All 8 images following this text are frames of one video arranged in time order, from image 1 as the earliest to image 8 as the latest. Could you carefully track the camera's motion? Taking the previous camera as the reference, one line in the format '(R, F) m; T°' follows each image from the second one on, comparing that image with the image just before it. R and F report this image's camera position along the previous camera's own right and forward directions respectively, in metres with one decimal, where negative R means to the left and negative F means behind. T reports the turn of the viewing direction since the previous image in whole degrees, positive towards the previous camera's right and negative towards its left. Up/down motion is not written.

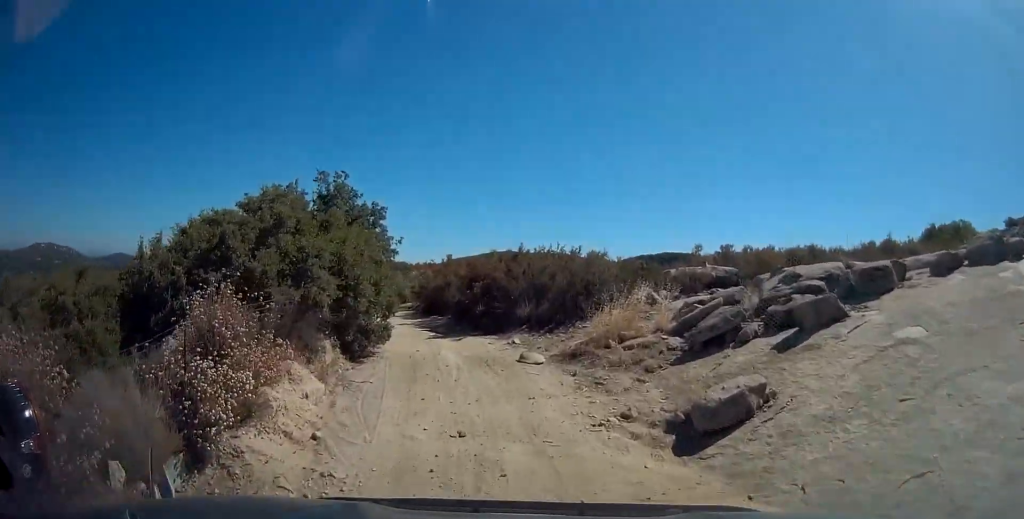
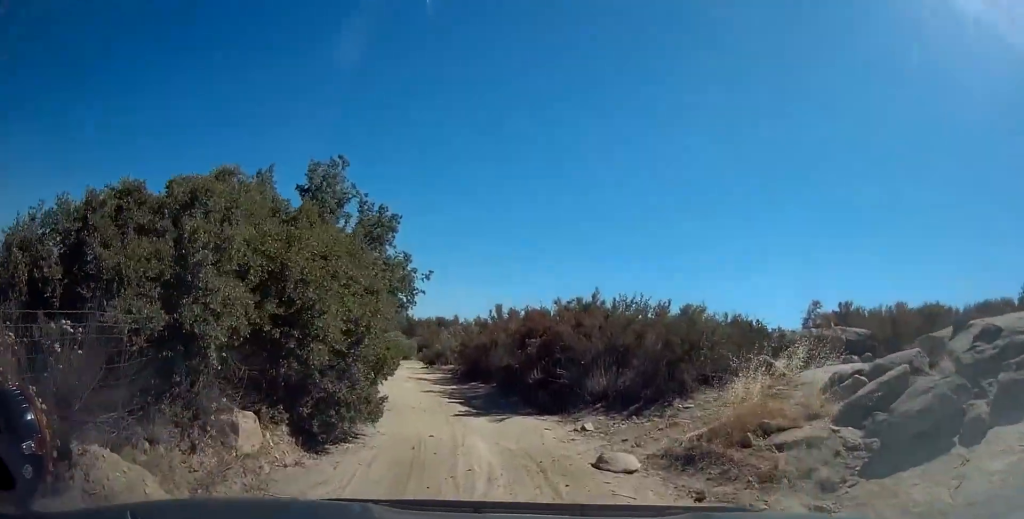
(-0.2, +5.2) m; -9°
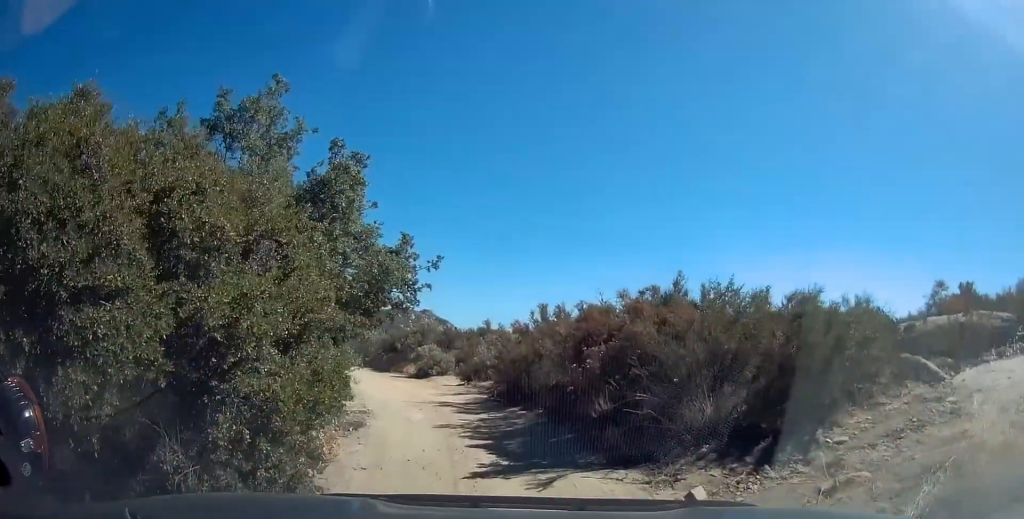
(-0.7, +4.3) m; 0°
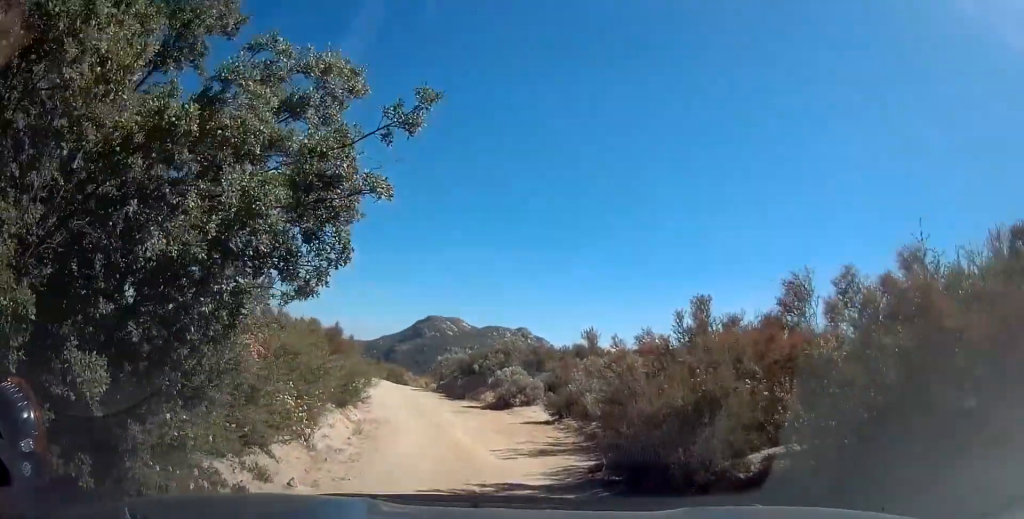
(+0.3, +7.3) m; -12°
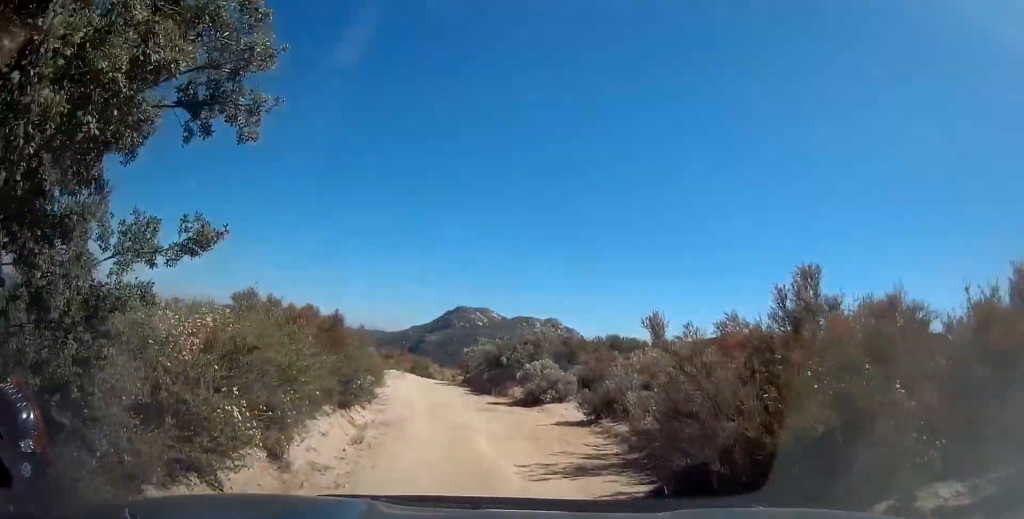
(-0.1, +2.2) m; -8°
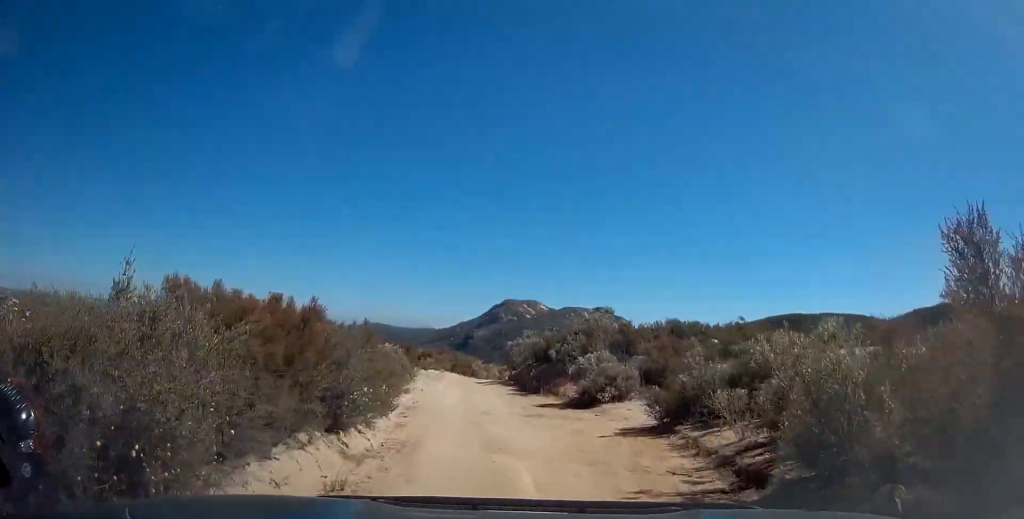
(-0.6, +3.7) m; -8°
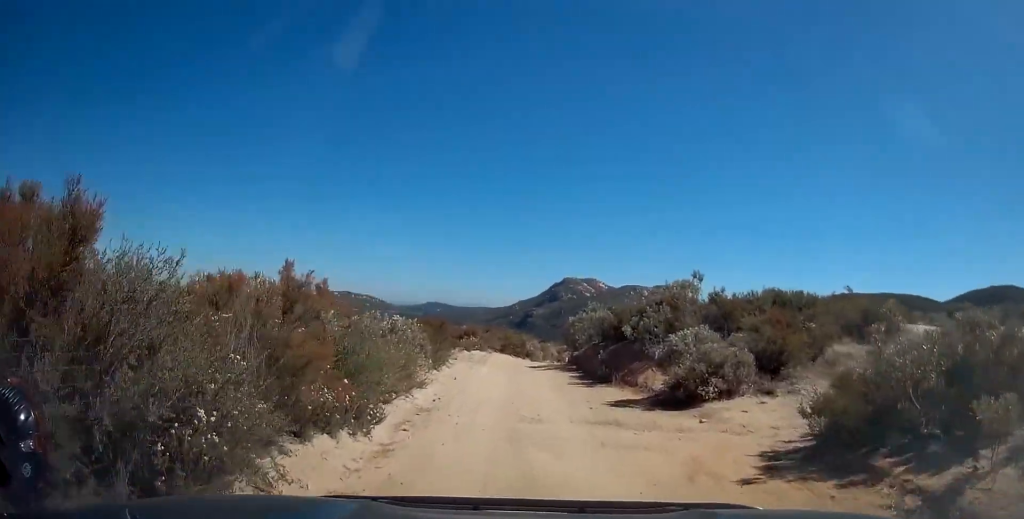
(+0.1, +6.3) m; +1°
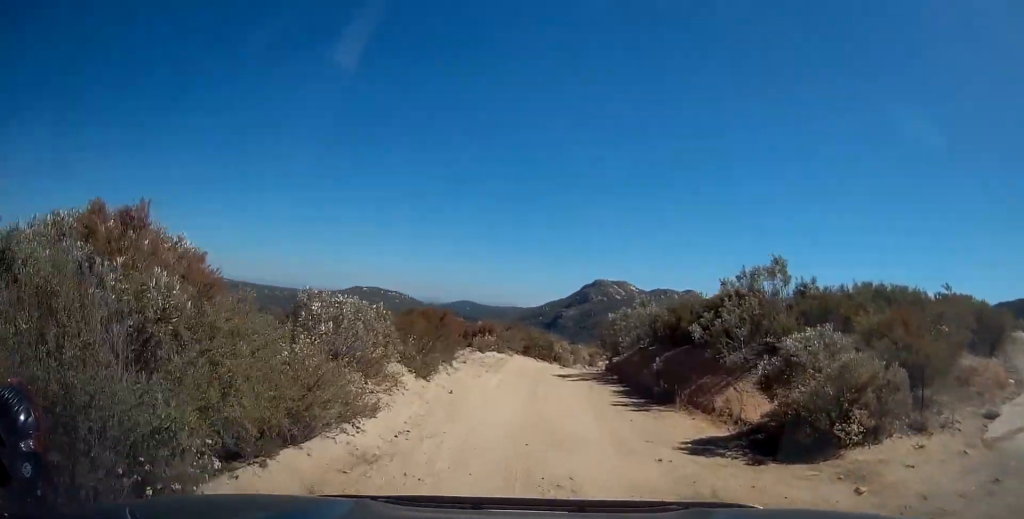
(0.0, +5.8) m; +1°
